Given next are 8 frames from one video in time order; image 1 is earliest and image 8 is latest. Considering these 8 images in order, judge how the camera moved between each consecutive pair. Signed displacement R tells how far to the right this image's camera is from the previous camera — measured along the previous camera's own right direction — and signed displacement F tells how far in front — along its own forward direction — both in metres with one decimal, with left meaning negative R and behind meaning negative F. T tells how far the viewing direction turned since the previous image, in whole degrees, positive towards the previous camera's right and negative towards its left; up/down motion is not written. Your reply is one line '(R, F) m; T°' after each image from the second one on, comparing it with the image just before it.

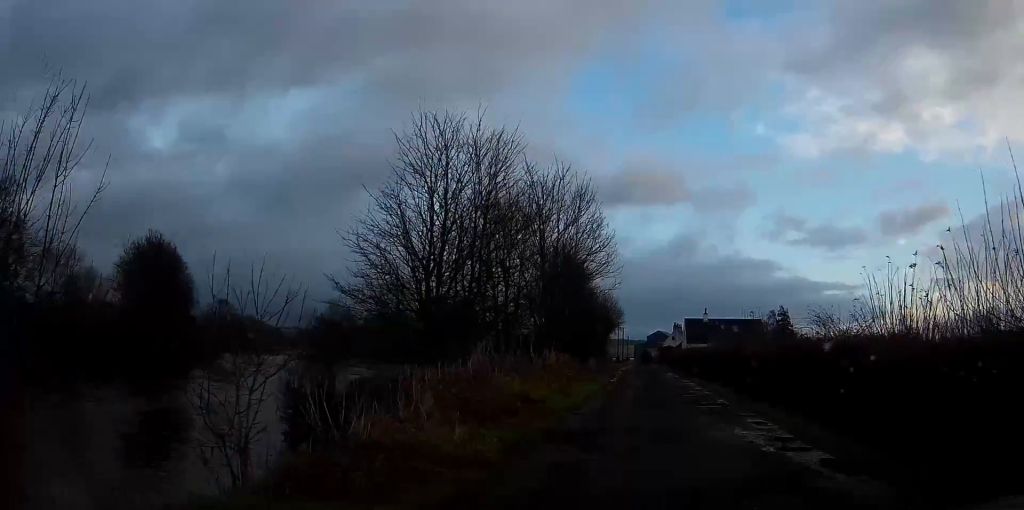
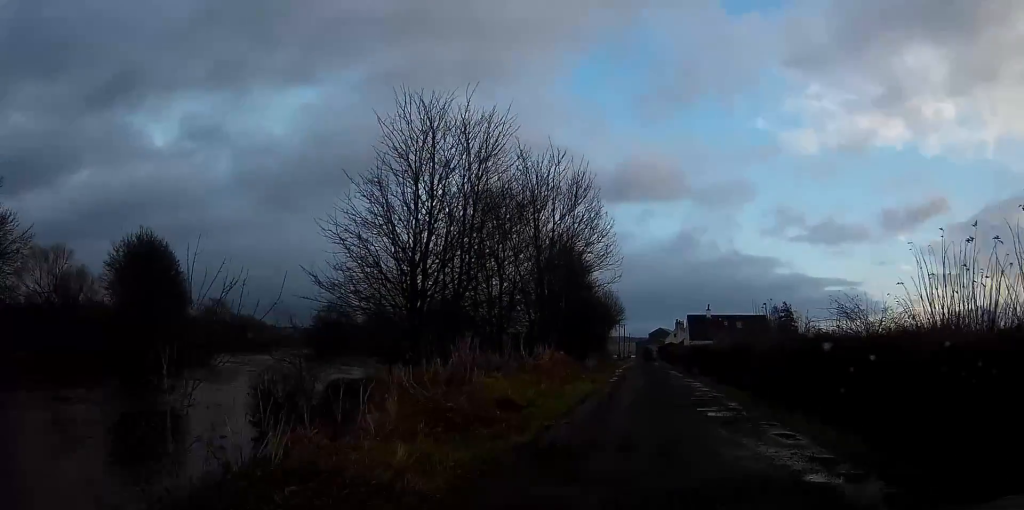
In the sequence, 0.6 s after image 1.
(-0.1, +2.4) m; -2°
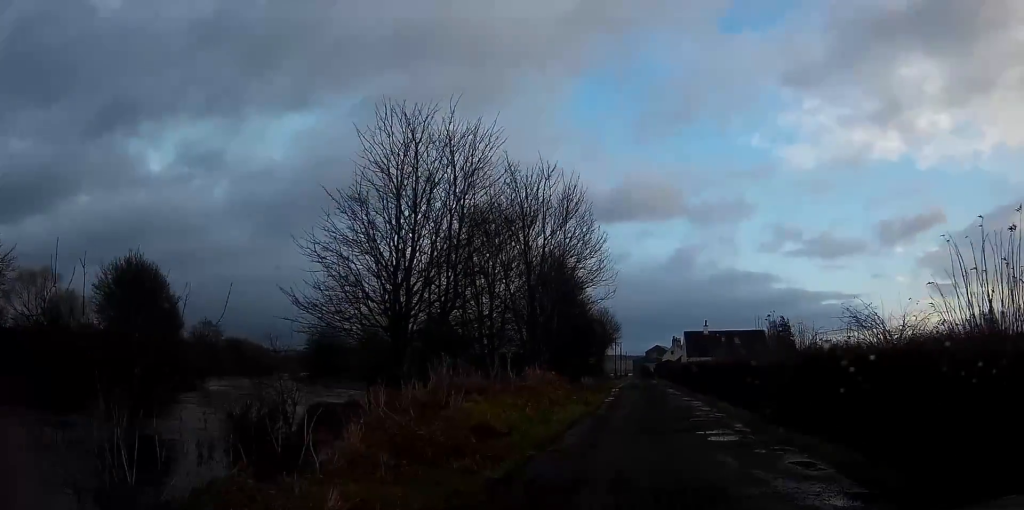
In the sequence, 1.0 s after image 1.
(0.0, +1.5) m; -1°
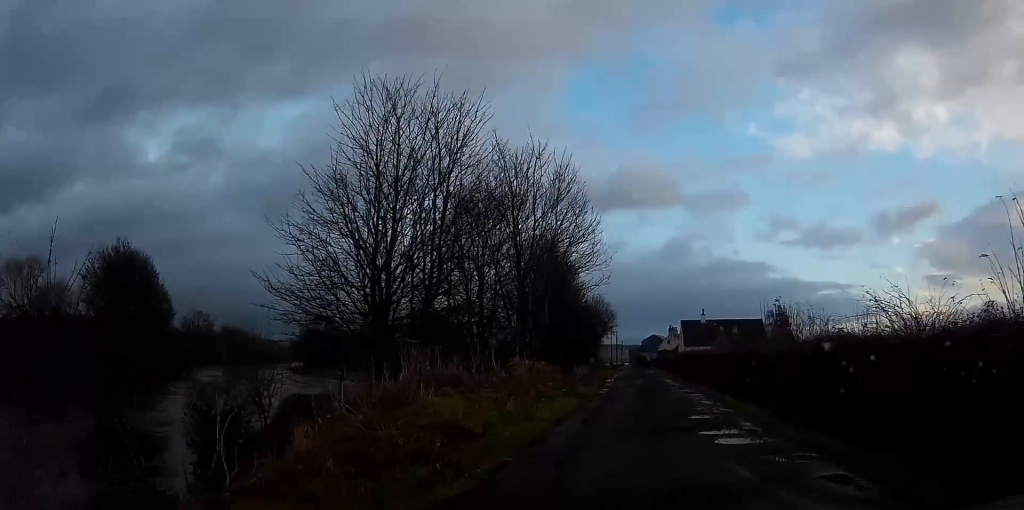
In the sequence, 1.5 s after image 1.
(0.0, +1.6) m; 0°
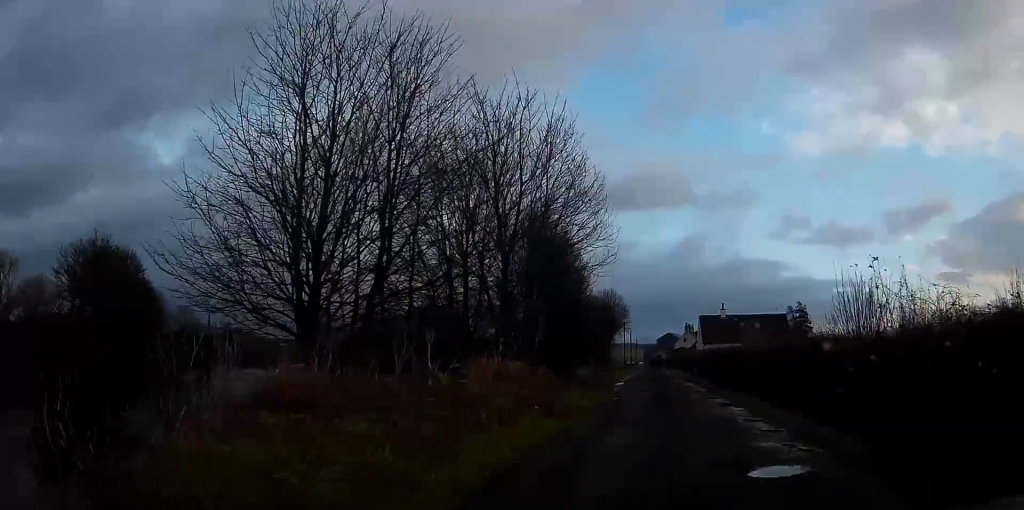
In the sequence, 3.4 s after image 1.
(-0.2, +7.4) m; -3°
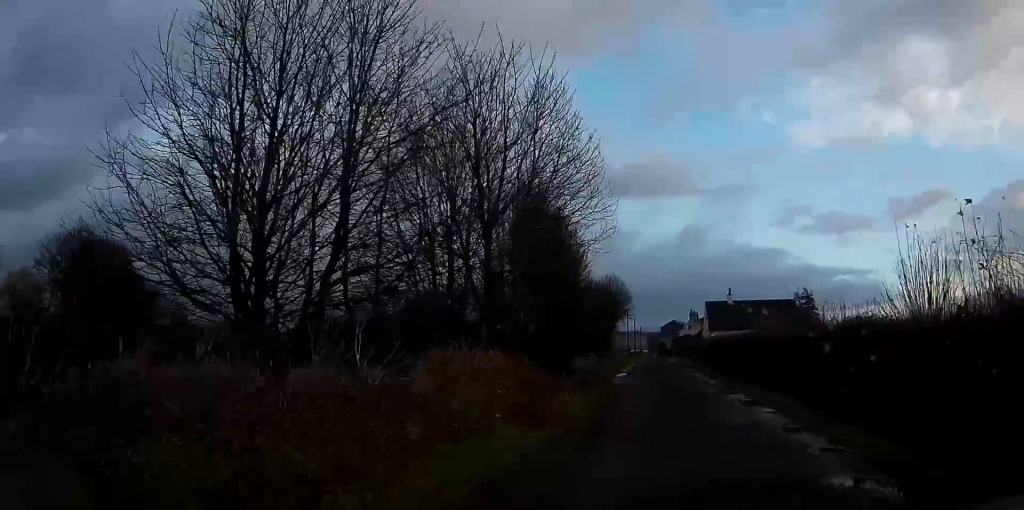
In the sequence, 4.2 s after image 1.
(-0.1, +3.7) m; +1°
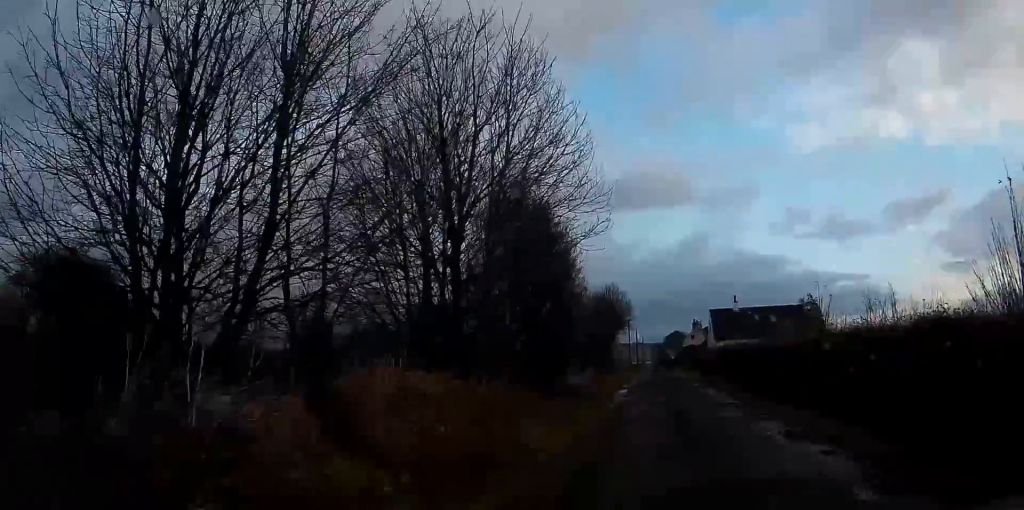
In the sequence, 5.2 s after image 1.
(+0.1, +4.0) m; +5°
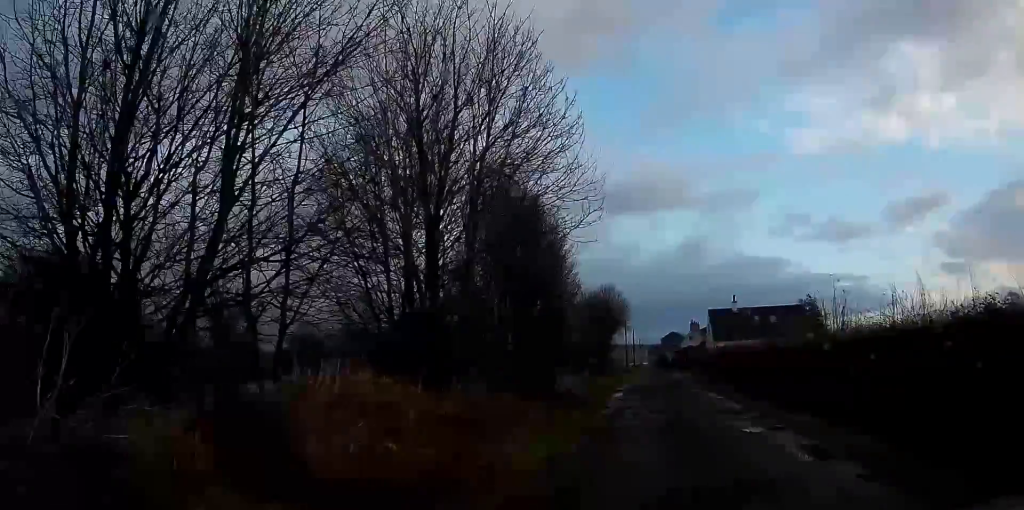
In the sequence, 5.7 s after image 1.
(+0.1, +1.8) m; +1°
